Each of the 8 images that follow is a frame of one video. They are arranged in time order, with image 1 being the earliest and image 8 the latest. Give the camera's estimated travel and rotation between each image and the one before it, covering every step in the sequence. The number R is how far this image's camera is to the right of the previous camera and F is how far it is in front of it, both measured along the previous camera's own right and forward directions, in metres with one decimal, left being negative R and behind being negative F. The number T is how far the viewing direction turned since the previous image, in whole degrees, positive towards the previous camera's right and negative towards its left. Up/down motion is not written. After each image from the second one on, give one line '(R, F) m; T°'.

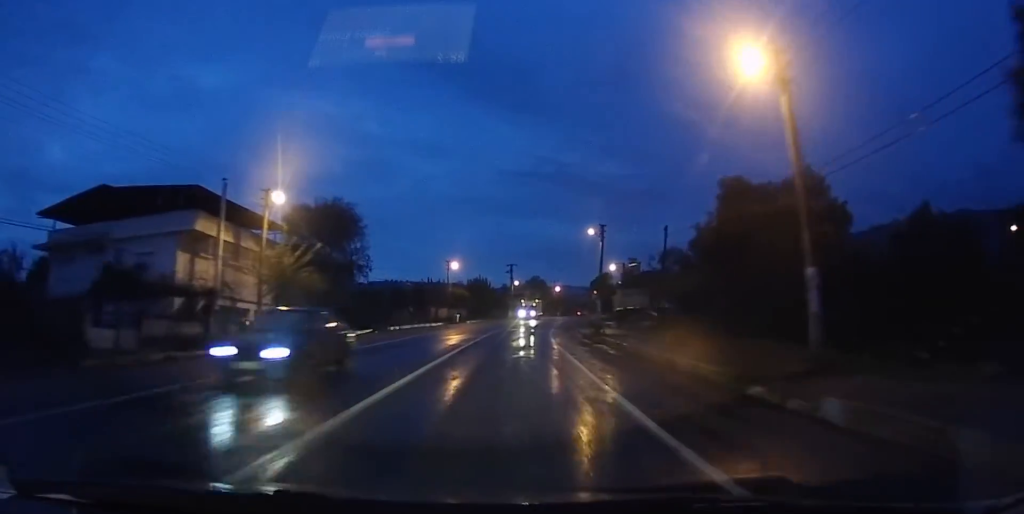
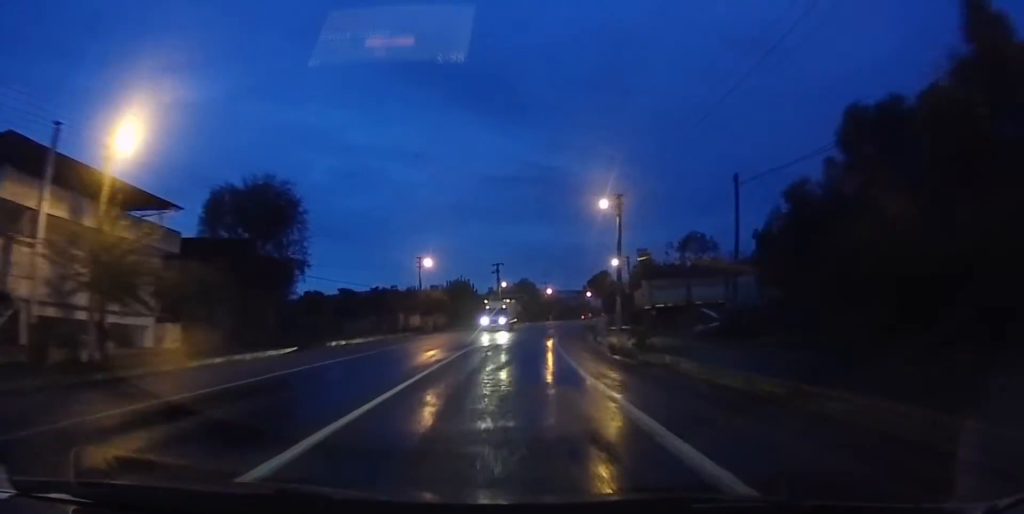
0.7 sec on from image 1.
(+0.2, +12.4) m; +2°
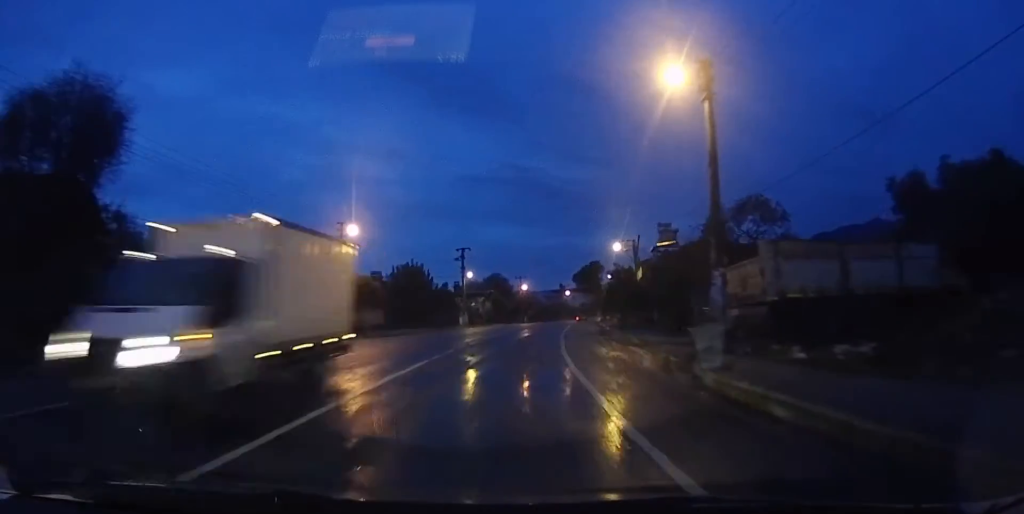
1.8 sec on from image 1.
(+0.5, +18.7) m; +2°
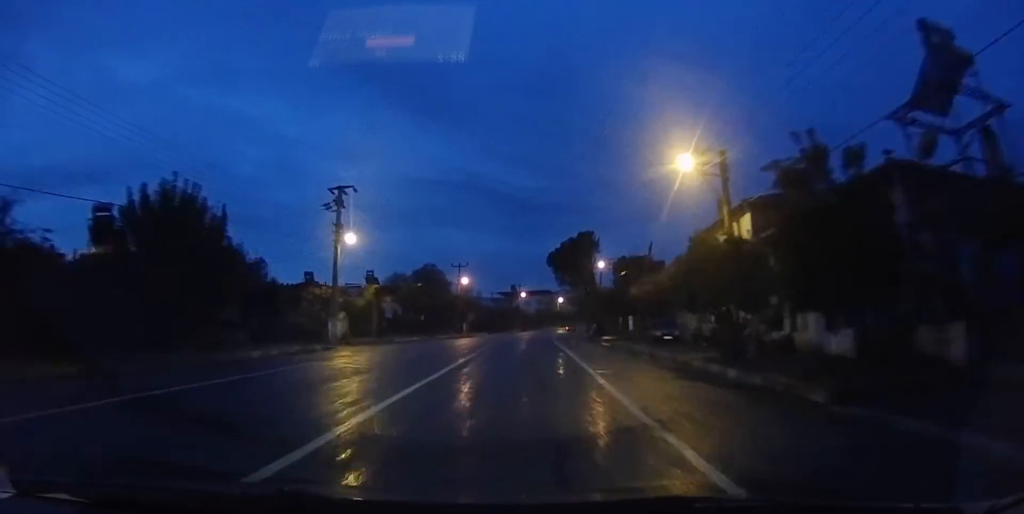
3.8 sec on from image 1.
(+0.4, +35.2) m; +3°
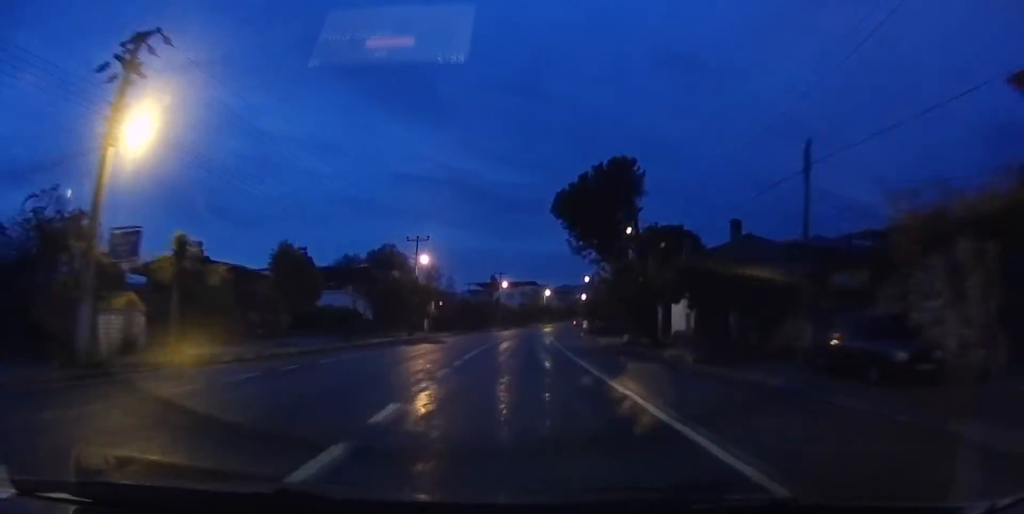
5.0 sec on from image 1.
(+0.6, +20.6) m; +2°
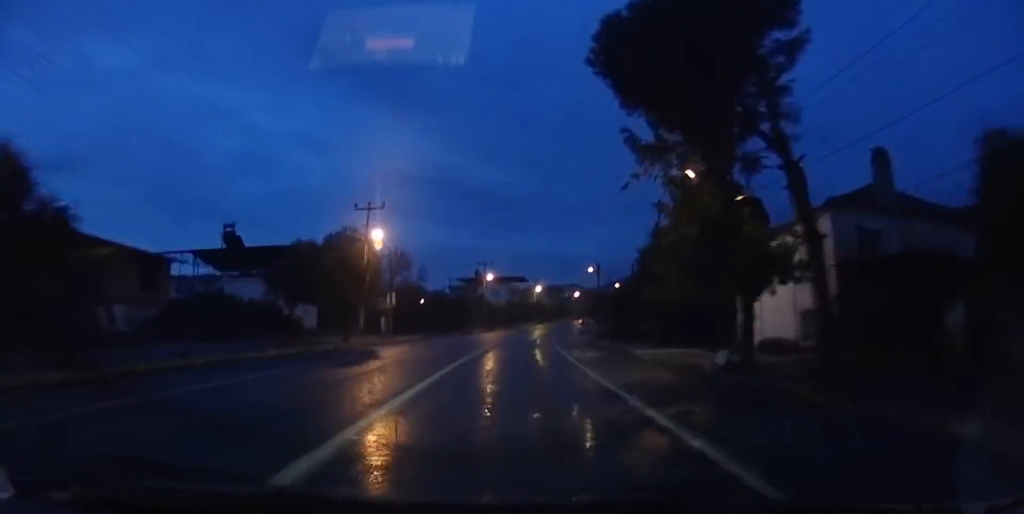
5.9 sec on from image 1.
(+0.1, +14.5) m; +1°
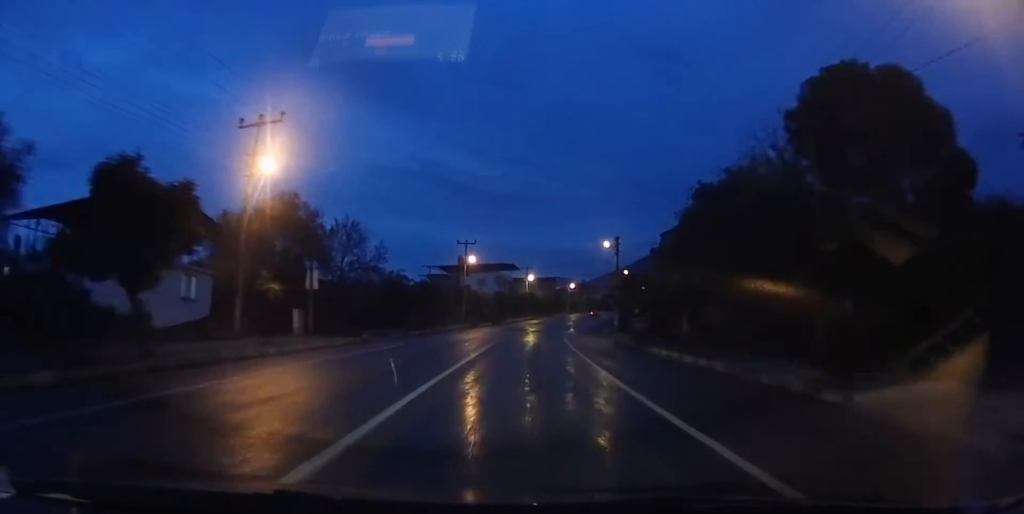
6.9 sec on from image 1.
(+0.3, +16.7) m; +3°
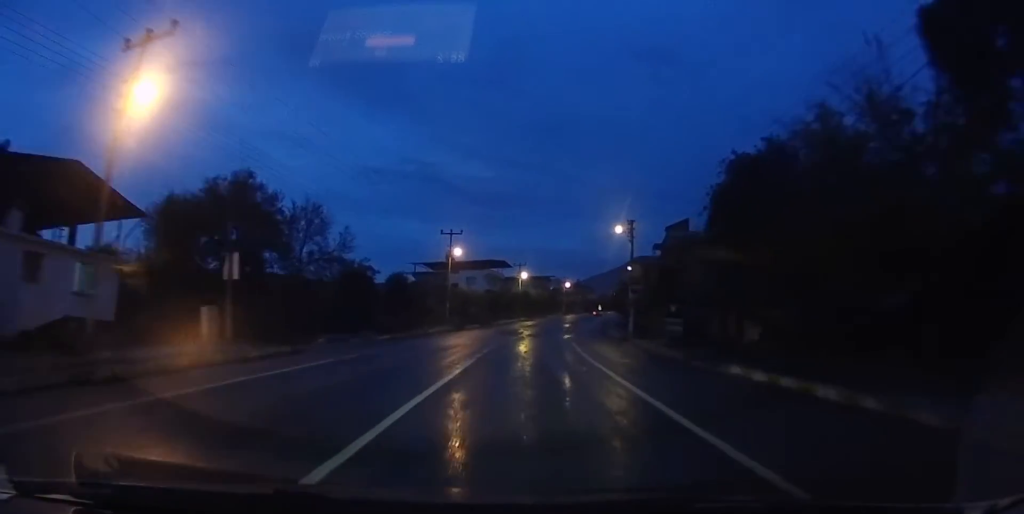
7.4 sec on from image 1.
(-0.1, +8.3) m; +2°
